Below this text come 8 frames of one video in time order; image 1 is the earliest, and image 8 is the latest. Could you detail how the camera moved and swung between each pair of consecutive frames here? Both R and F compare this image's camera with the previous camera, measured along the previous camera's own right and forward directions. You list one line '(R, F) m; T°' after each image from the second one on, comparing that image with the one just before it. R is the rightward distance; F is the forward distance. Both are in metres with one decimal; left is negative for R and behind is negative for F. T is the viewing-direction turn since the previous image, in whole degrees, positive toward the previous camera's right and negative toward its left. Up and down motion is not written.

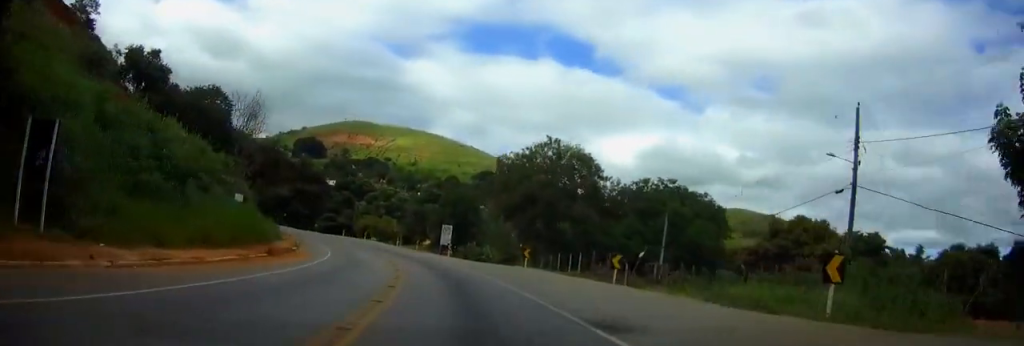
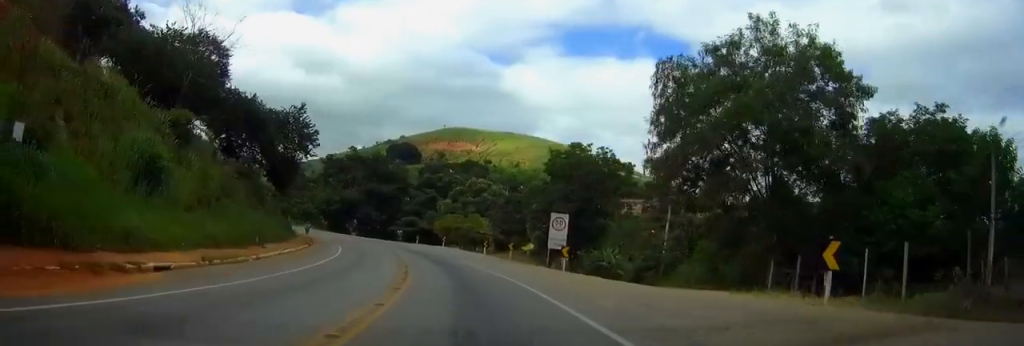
(-2.3, +30.1) m; -9°
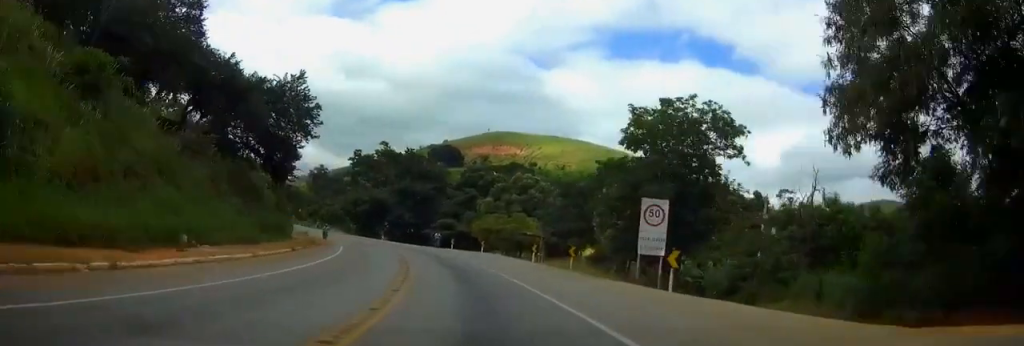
(-0.6, +14.2) m; -4°
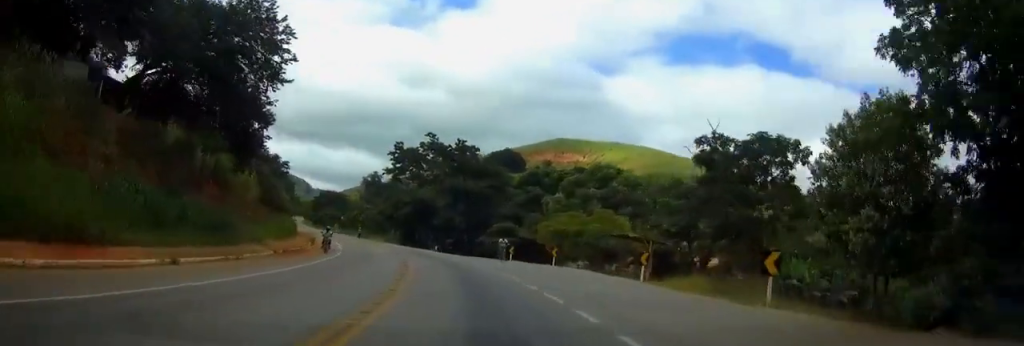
(-0.7, +20.2) m; -4°
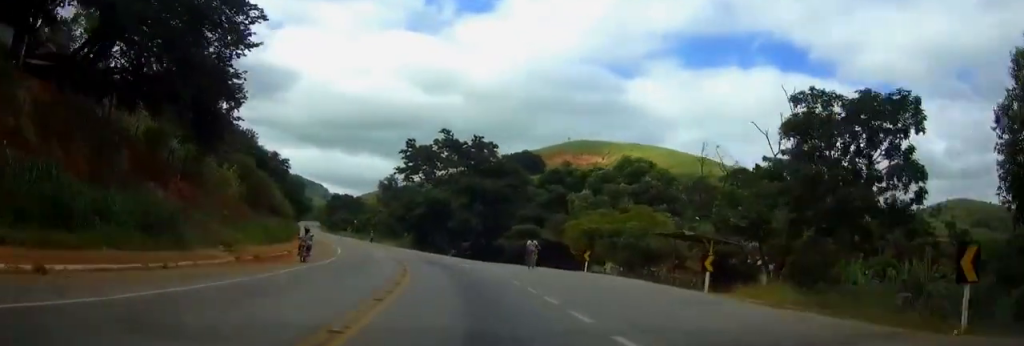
(-0.2, +7.0) m; -2°
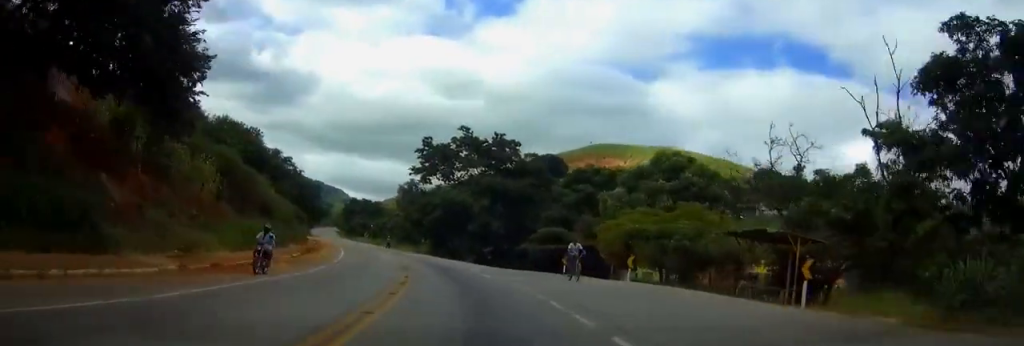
(0.0, +6.5) m; -2°
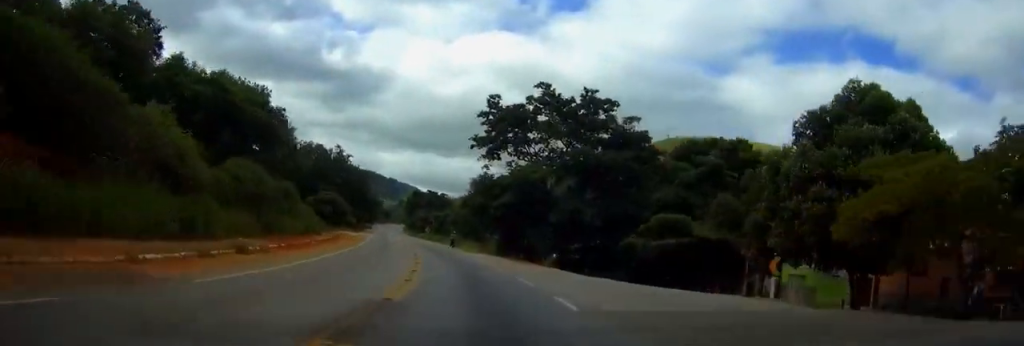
(-1.5, +23.5) m; -6°
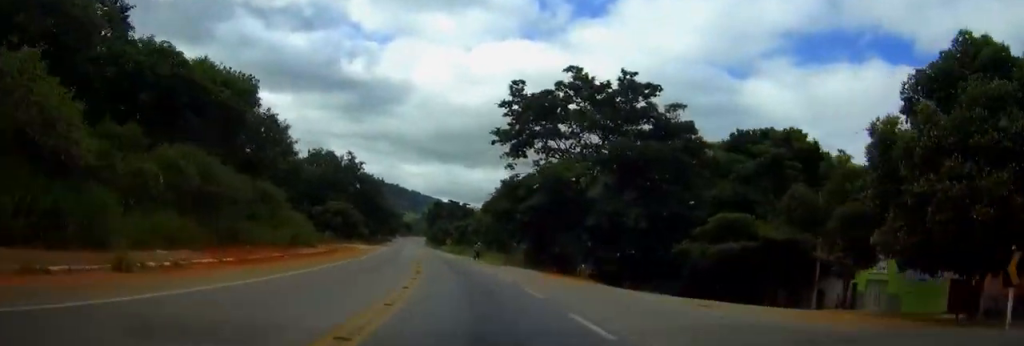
(-0.1, +9.6) m; -2°
